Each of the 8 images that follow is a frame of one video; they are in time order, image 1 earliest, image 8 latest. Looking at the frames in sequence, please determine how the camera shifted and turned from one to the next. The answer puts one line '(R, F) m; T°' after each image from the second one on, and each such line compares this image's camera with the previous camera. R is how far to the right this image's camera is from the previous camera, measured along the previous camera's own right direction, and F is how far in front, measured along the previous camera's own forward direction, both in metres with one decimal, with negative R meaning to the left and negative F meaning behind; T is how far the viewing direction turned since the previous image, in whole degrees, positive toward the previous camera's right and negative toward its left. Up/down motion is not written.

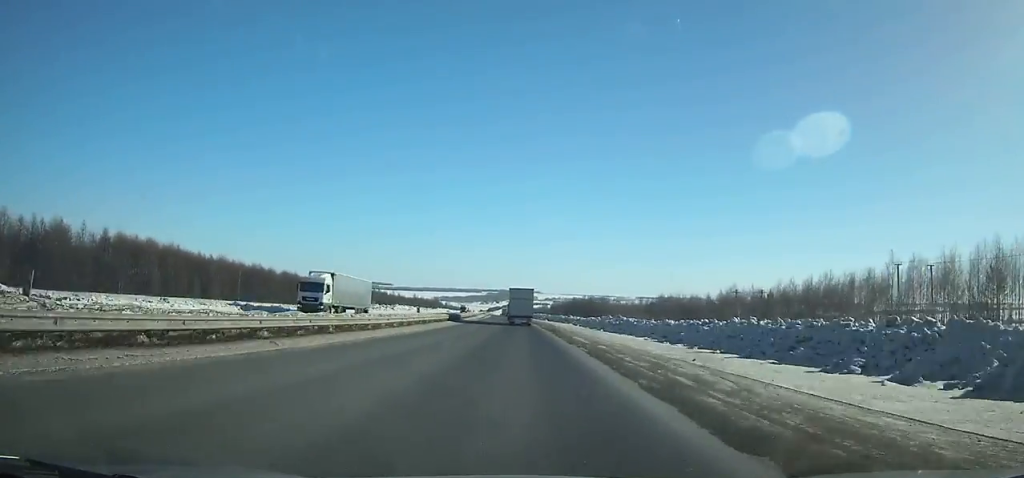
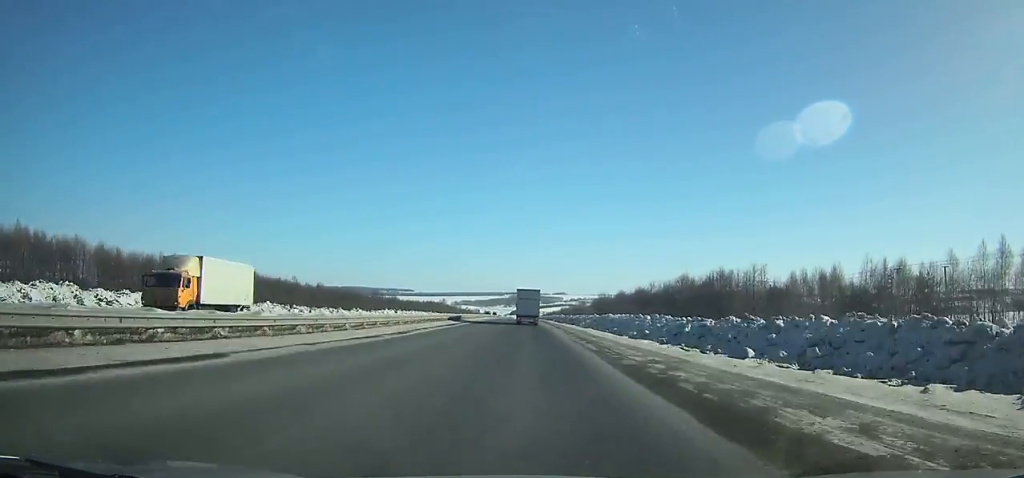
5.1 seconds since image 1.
(-2.9, +113.2) m; -2°
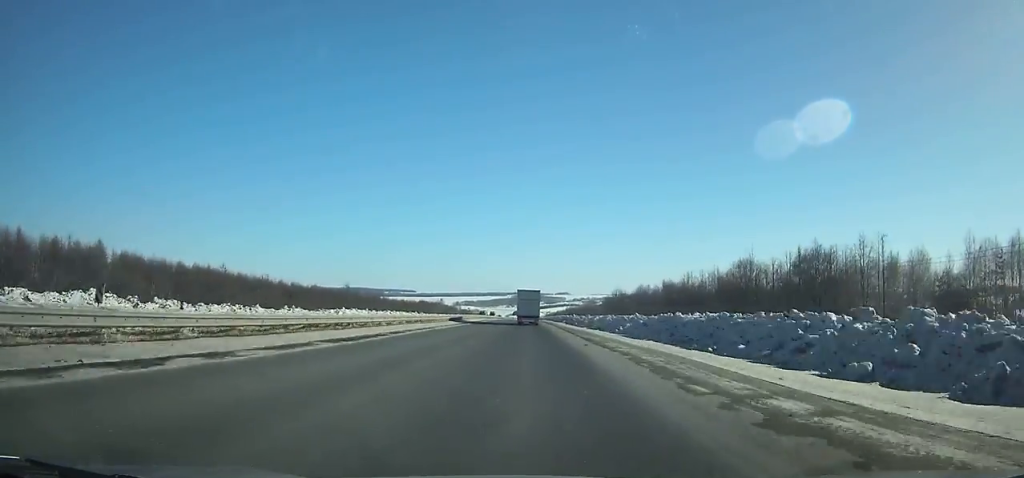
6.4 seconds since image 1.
(-0.2, +29.0) m; 0°
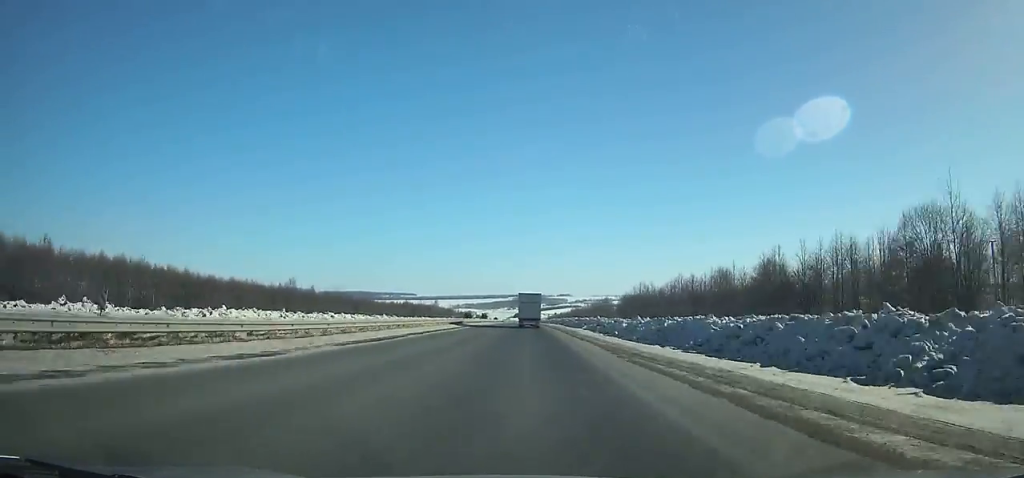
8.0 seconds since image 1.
(-0.1, +35.7) m; 0°
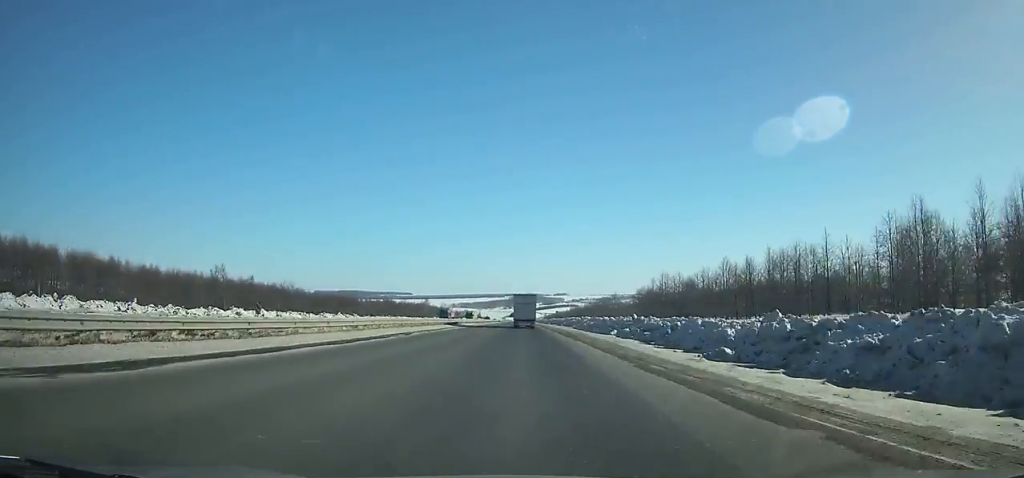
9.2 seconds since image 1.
(0.0, +26.8) m; 0°
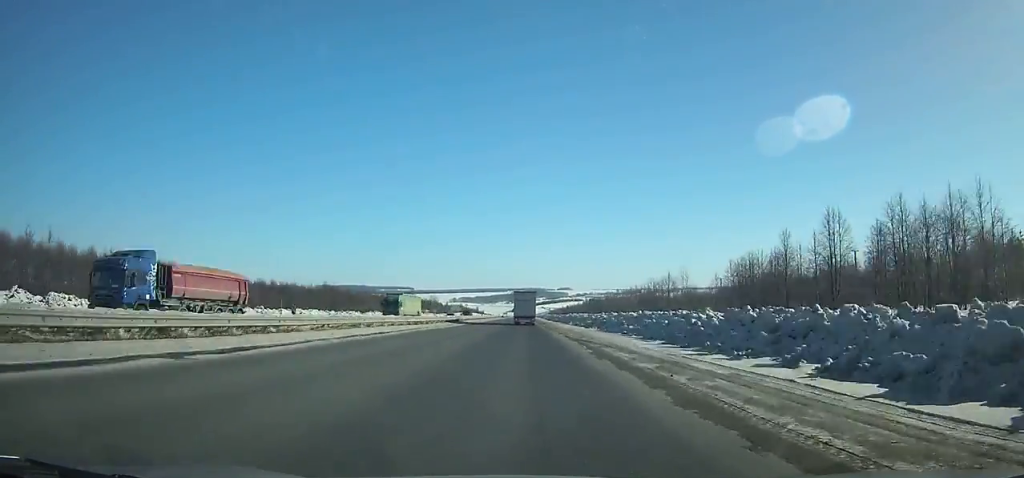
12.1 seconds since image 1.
(0.0, +65.0) m; 0°
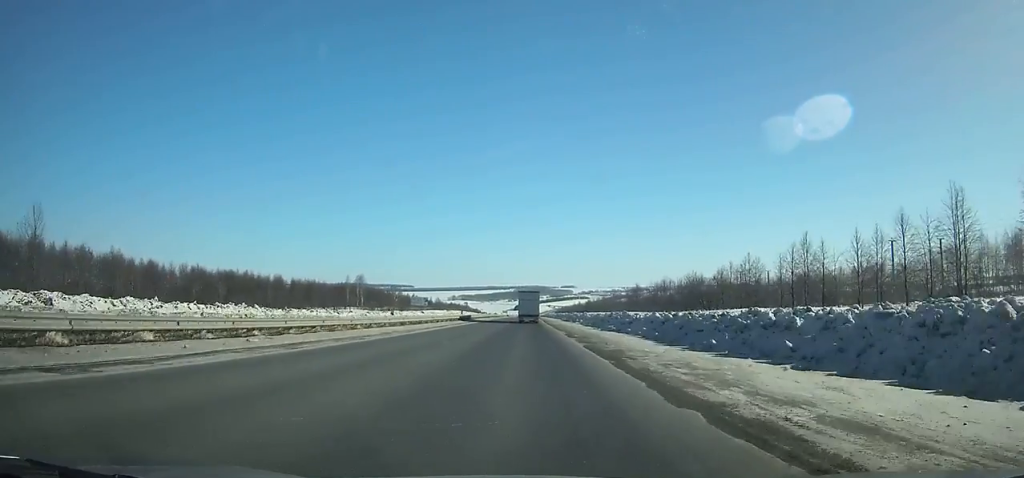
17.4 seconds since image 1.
(-0.3, +118.8) m; 0°
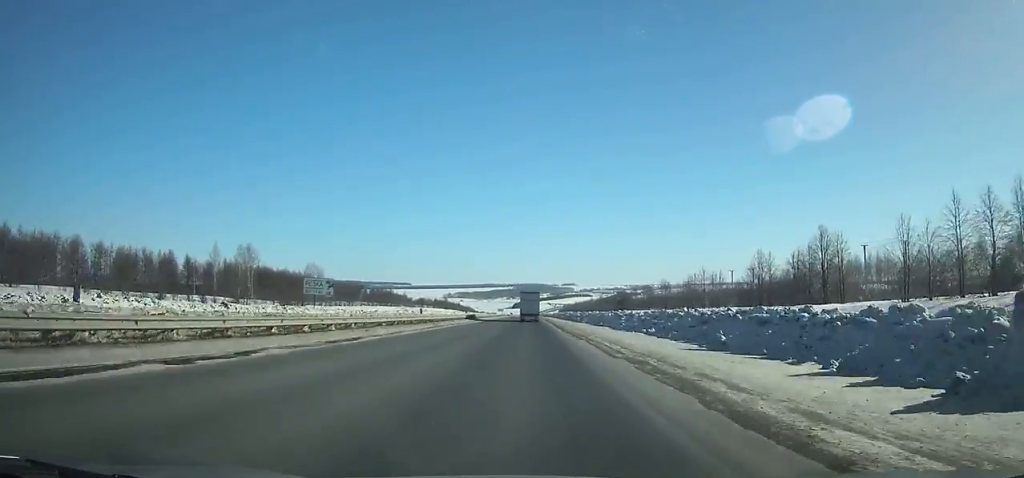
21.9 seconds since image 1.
(+0.4, +100.5) m; 0°
